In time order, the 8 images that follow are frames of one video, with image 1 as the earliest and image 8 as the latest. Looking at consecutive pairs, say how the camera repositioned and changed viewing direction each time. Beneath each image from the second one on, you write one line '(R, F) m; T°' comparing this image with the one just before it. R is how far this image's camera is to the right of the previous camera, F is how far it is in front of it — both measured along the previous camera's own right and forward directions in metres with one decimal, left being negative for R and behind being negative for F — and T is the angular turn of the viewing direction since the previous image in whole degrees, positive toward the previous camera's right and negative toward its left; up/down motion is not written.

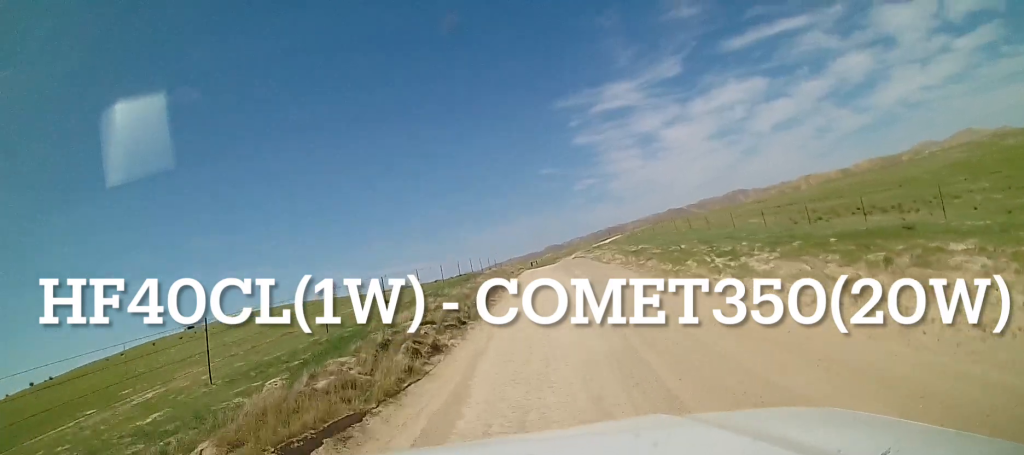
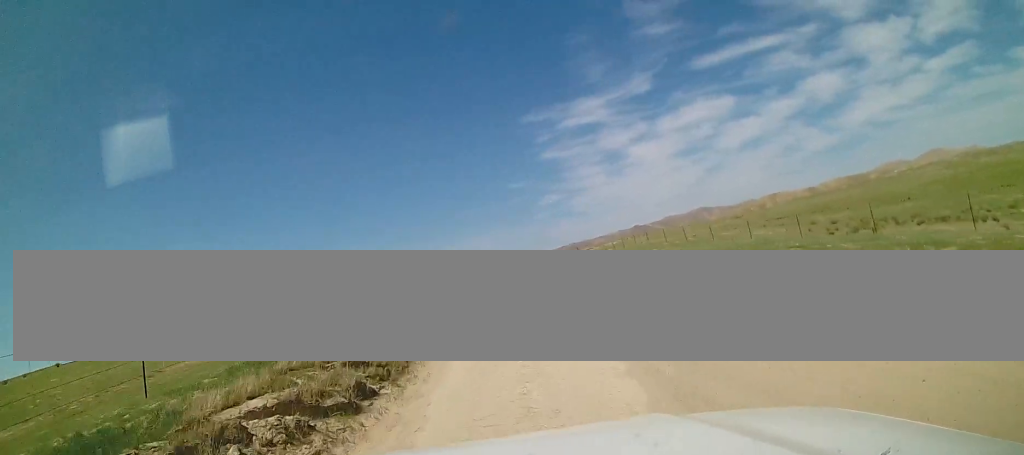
(+0.3, +7.6) m; +3°
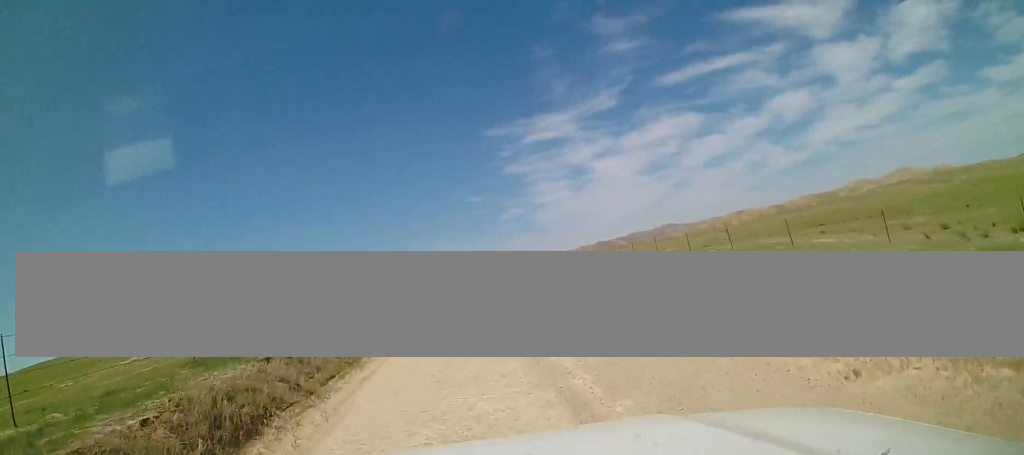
(+0.5, +14.0) m; +1°
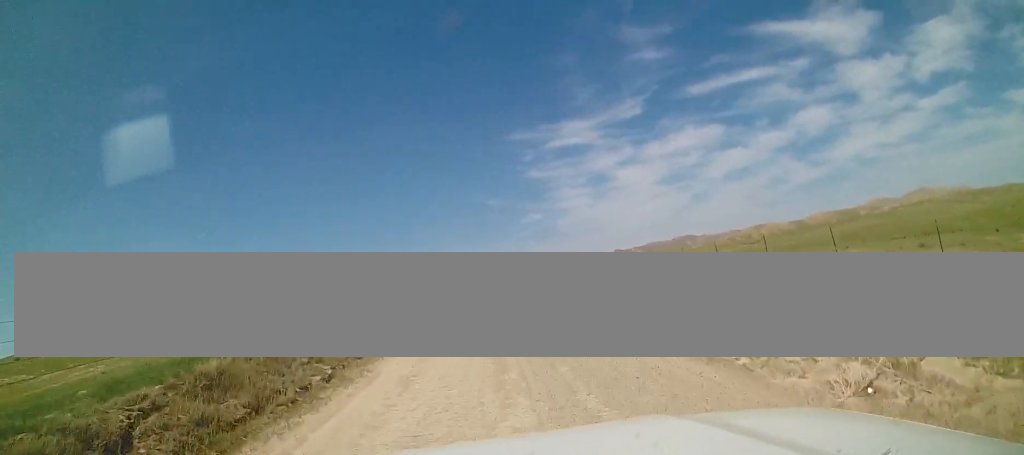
(0.0, +7.1) m; 0°
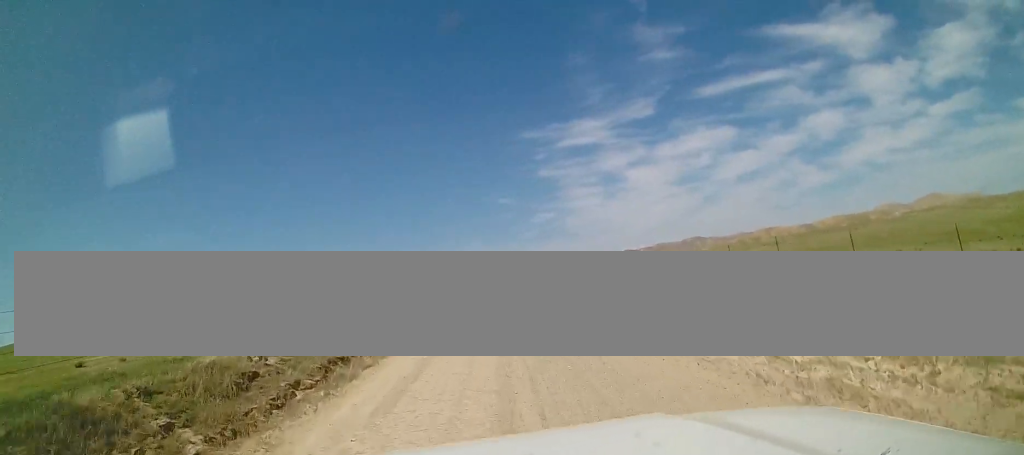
(-0.2, +5.5) m; 0°
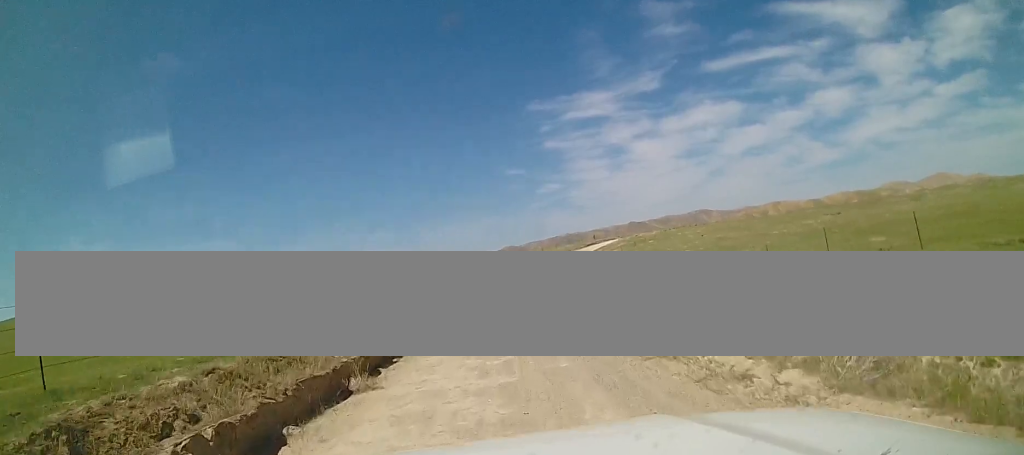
(-0.8, +23.6) m; -5°
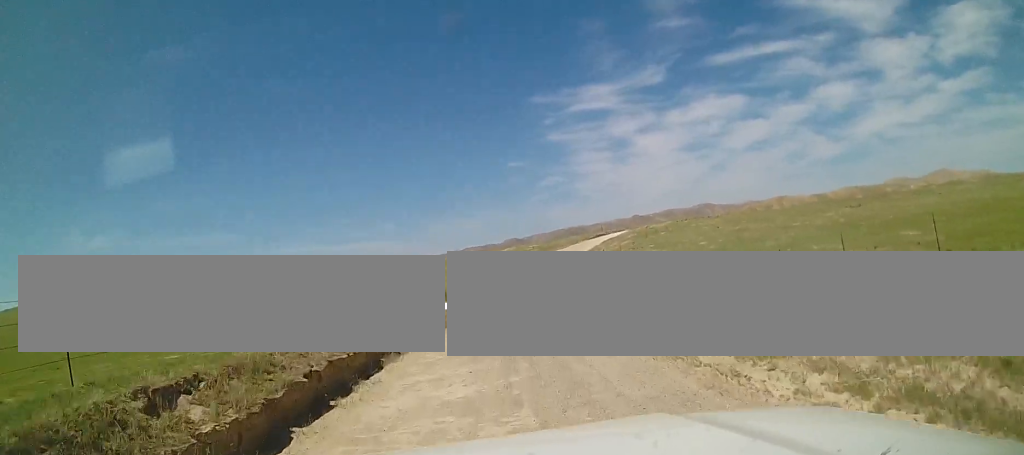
(0.0, +5.7) m; +1°
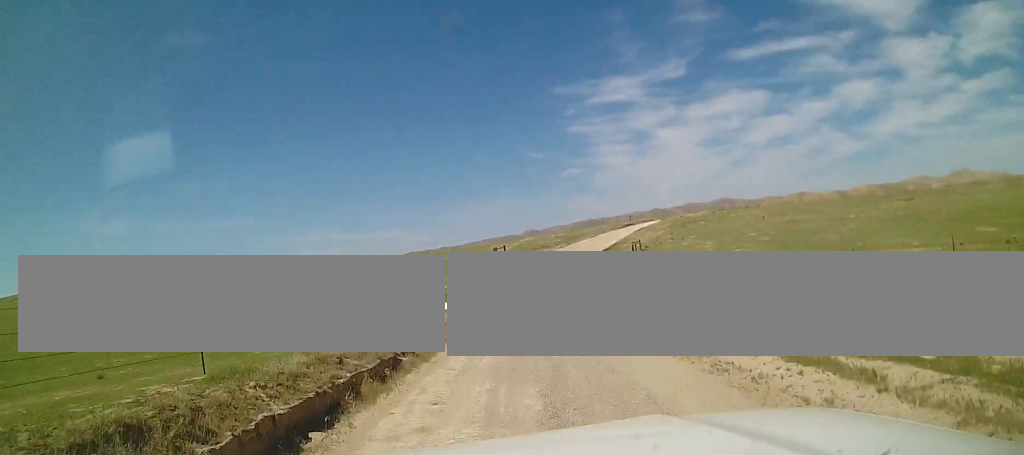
(+0.1, +9.6) m; +1°
